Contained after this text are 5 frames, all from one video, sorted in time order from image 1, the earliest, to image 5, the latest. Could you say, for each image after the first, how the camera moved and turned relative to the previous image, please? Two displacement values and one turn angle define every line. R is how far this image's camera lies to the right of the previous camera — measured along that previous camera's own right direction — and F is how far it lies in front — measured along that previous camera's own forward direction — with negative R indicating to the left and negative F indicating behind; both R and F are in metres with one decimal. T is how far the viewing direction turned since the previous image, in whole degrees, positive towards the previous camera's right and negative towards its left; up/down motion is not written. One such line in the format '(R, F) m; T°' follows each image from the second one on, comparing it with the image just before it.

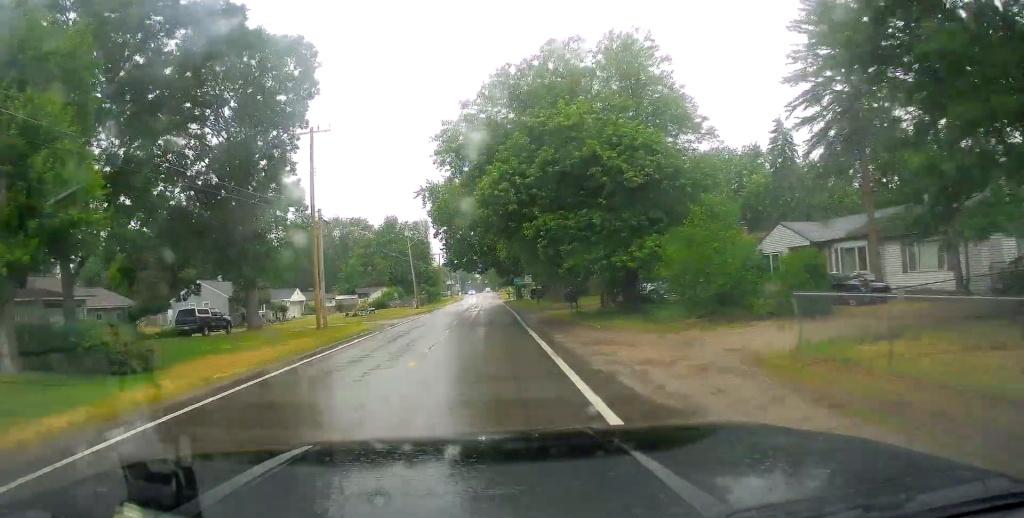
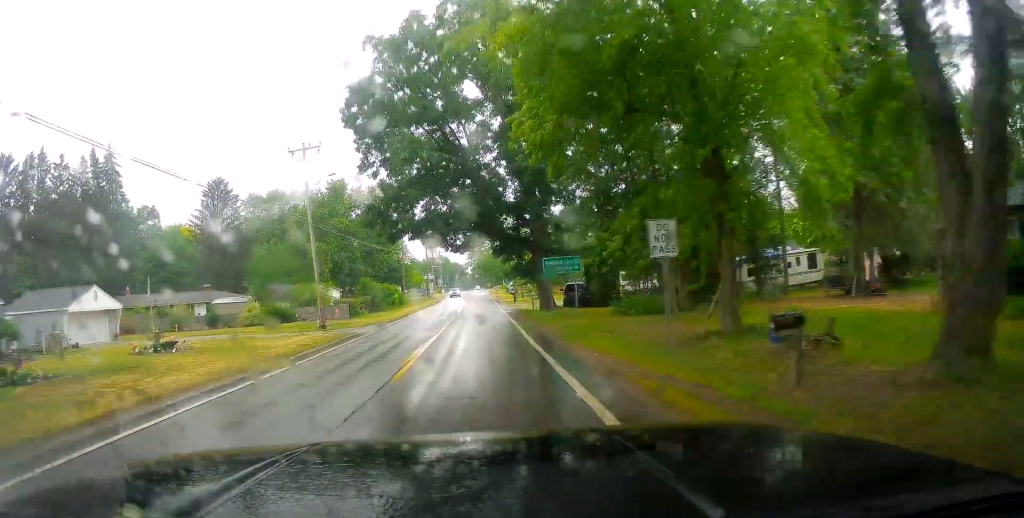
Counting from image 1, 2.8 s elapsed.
(+2.2, +44.3) m; +2°
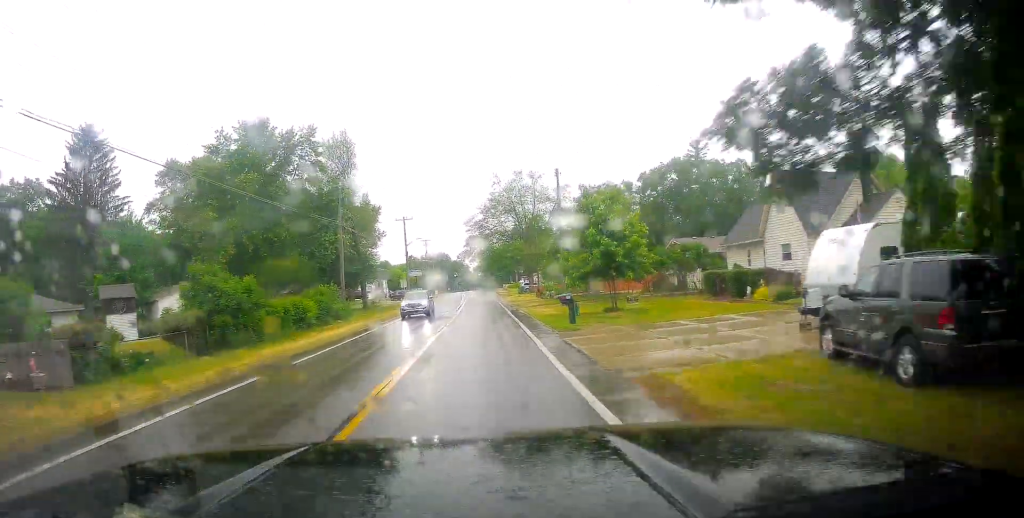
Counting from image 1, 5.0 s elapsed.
(-0.2, +36.6) m; 0°
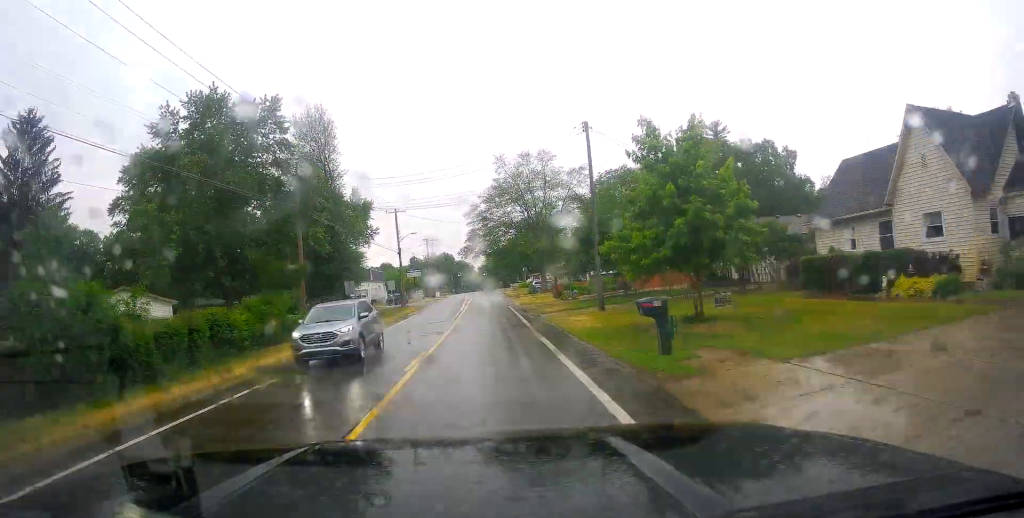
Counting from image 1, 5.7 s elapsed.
(0.0, +11.1) m; 0°
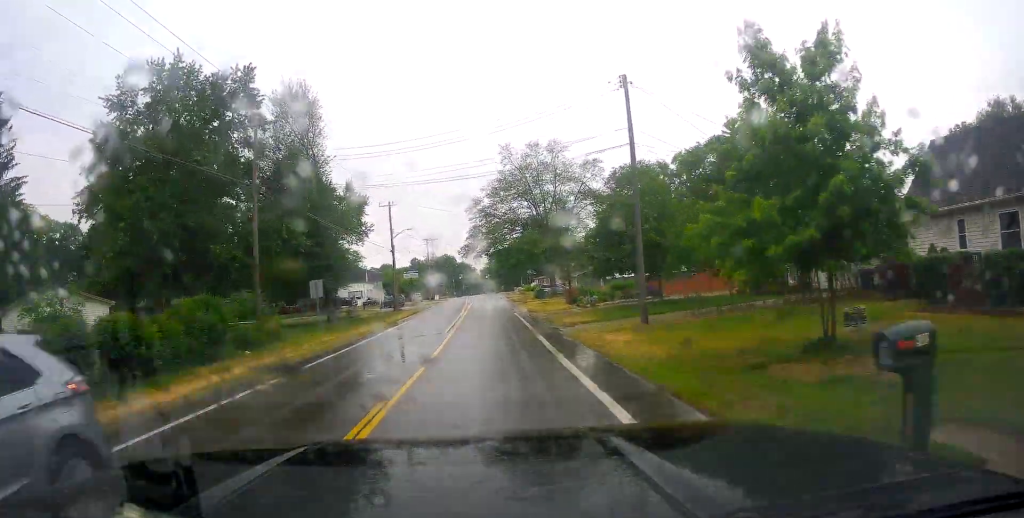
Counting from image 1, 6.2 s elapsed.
(0.0, +7.3) m; 0°
